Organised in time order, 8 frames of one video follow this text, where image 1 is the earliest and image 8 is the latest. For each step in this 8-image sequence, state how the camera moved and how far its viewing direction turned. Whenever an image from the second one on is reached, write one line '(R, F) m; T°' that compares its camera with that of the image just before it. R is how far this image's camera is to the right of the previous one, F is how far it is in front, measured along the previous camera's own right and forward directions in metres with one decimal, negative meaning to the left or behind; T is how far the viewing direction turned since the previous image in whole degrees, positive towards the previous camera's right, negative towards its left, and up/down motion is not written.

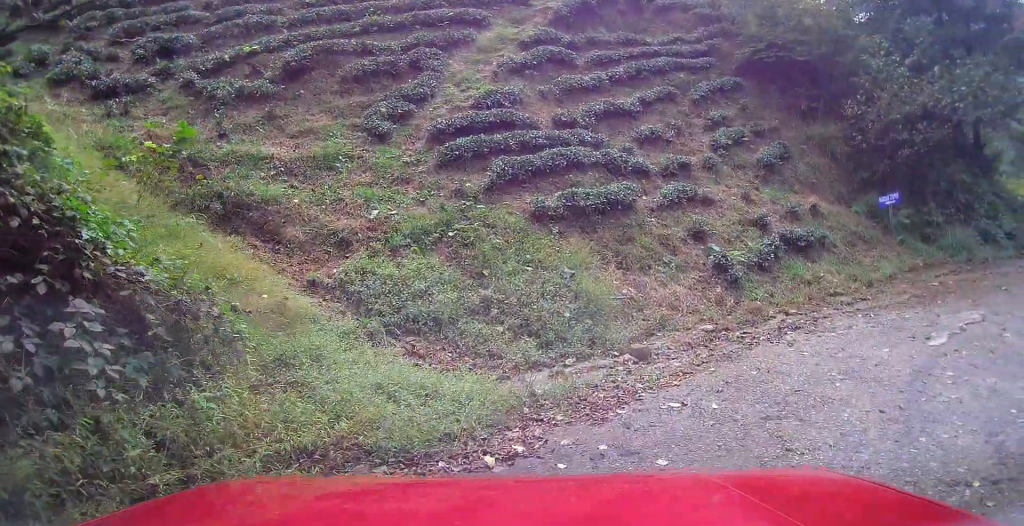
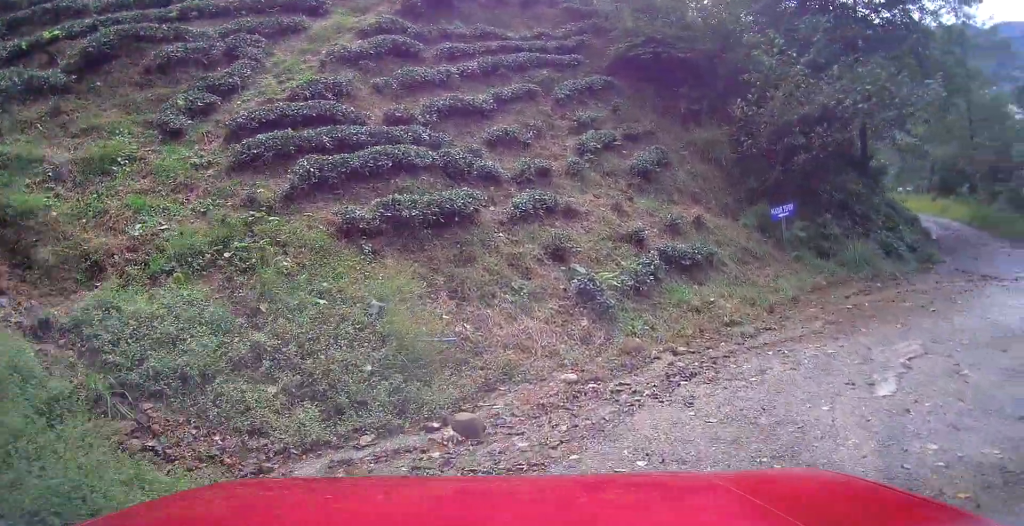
(+0.3, +2.0) m; +10°
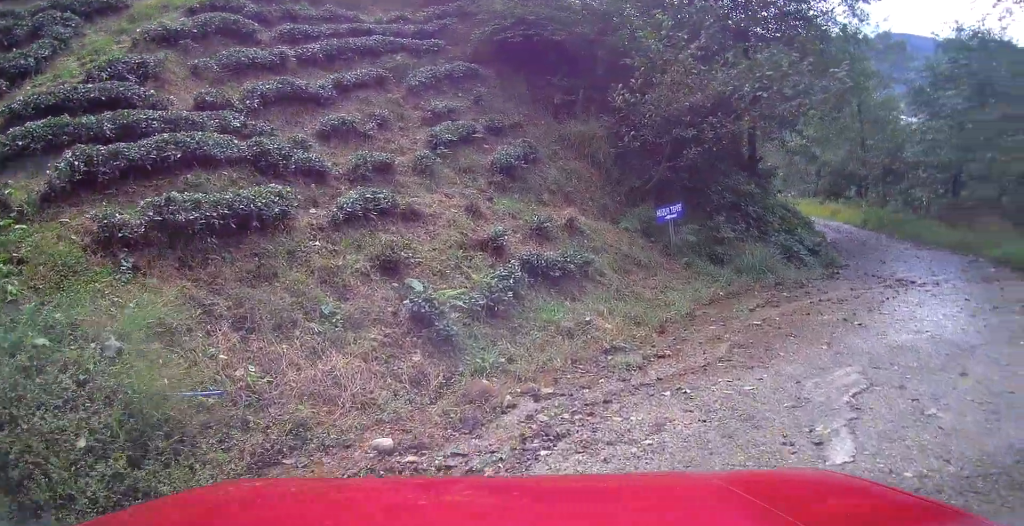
(+0.1, +1.7) m; +10°
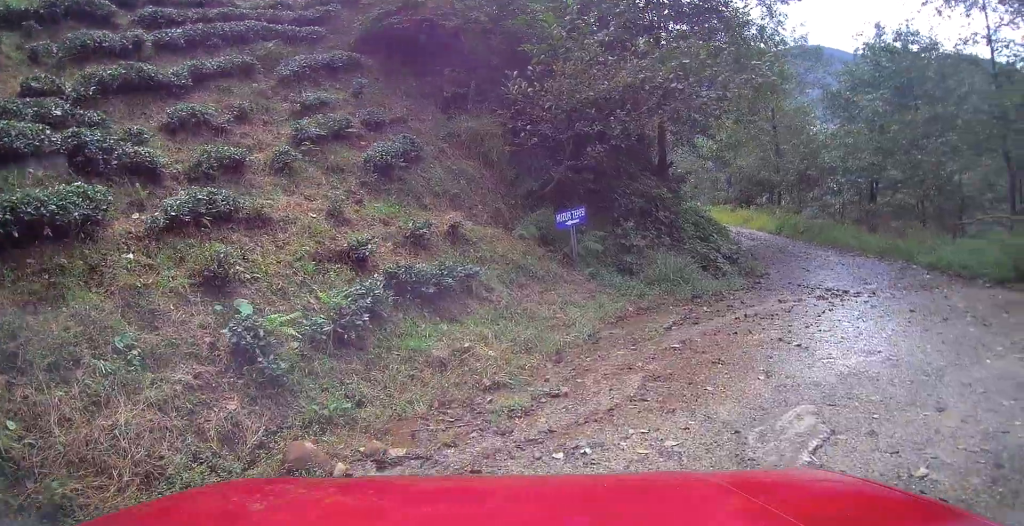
(0.0, +1.4) m; +9°
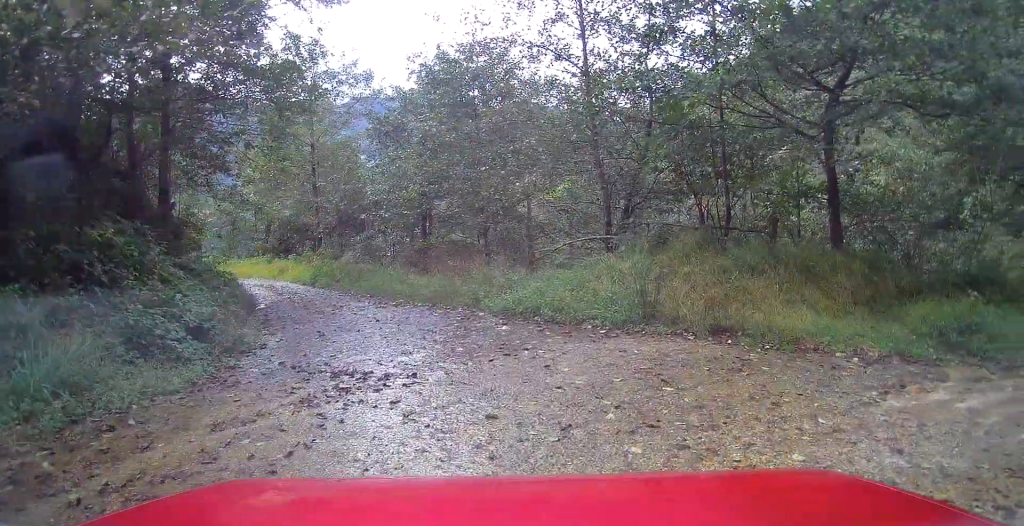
(+1.9, +4.2) m; +49°
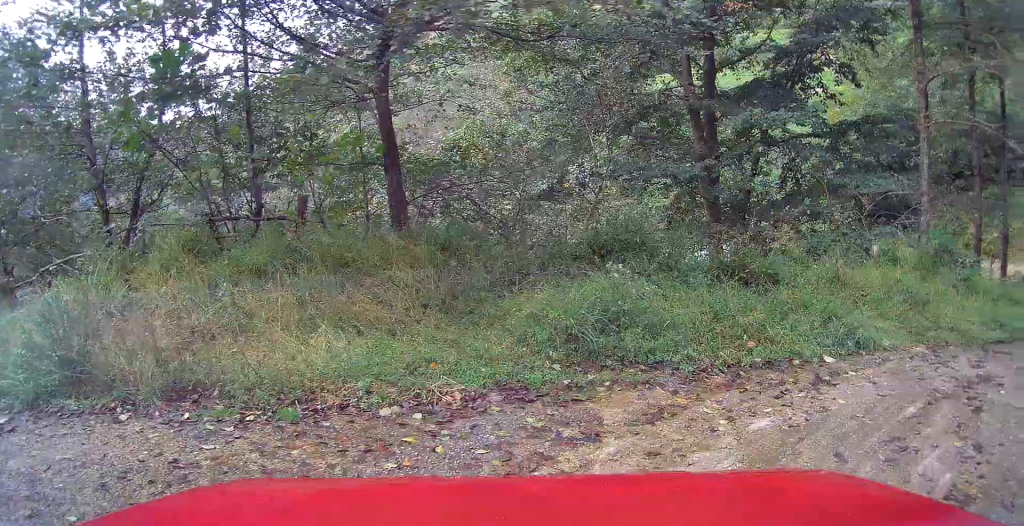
(+0.9, +3.0) m; +29°
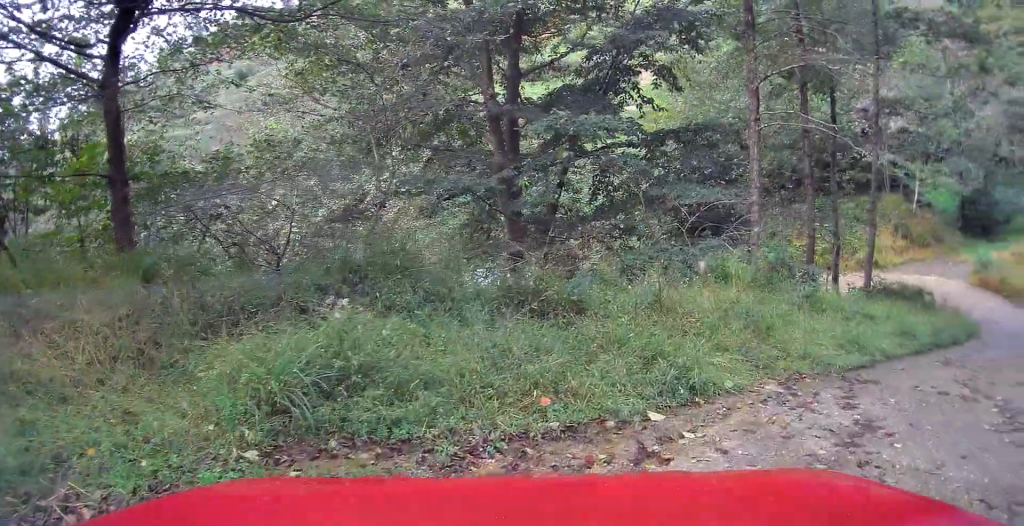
(0.0, +1.5) m; +14°
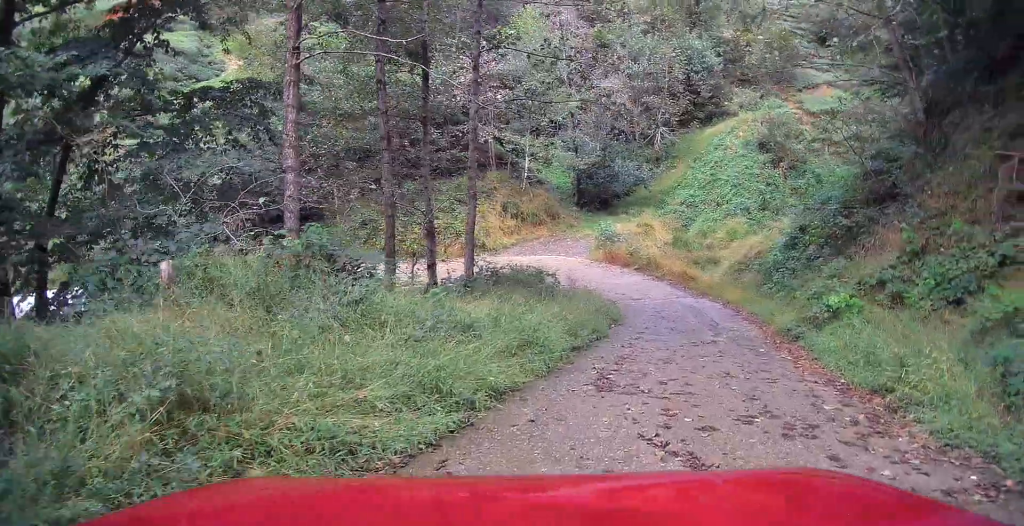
(+1.0, +3.2) m; +25°
